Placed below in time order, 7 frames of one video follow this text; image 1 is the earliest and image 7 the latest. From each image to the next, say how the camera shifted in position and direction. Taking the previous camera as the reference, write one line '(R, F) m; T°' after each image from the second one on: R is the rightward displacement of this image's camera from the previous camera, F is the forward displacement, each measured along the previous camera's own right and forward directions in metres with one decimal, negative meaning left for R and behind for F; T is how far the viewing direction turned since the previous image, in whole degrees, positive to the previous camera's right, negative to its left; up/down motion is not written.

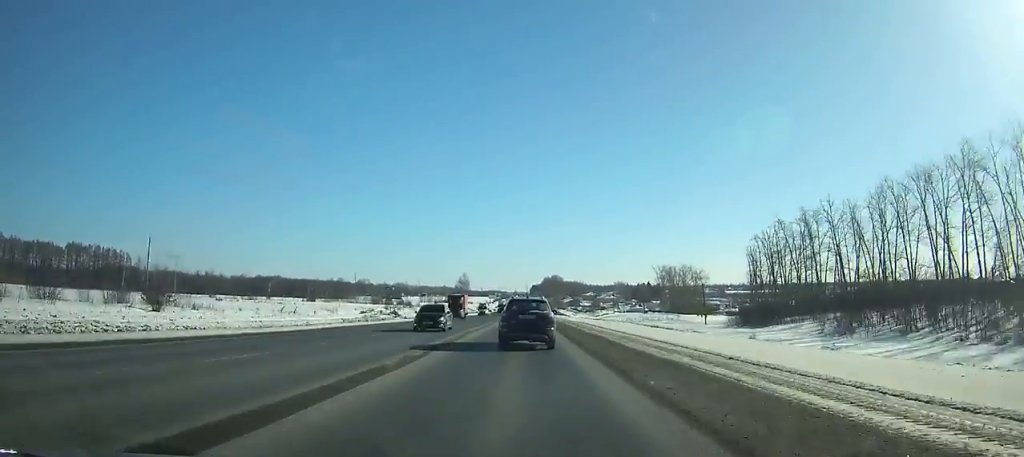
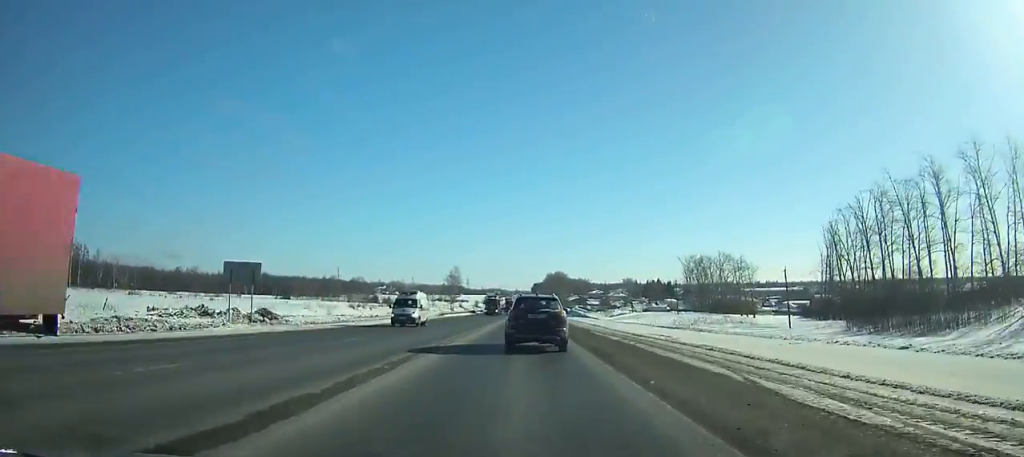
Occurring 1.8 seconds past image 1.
(+0.1, +39.8) m; 0°
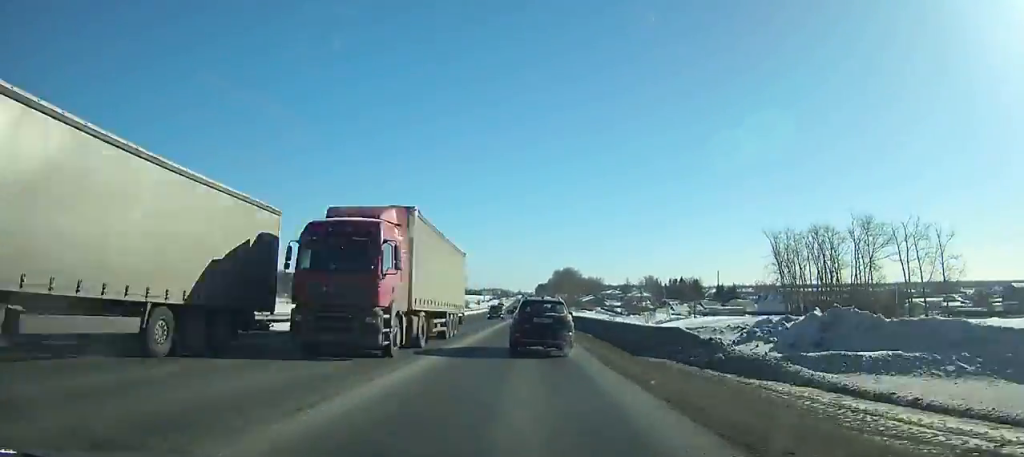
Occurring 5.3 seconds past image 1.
(+0.1, +75.7) m; 0°
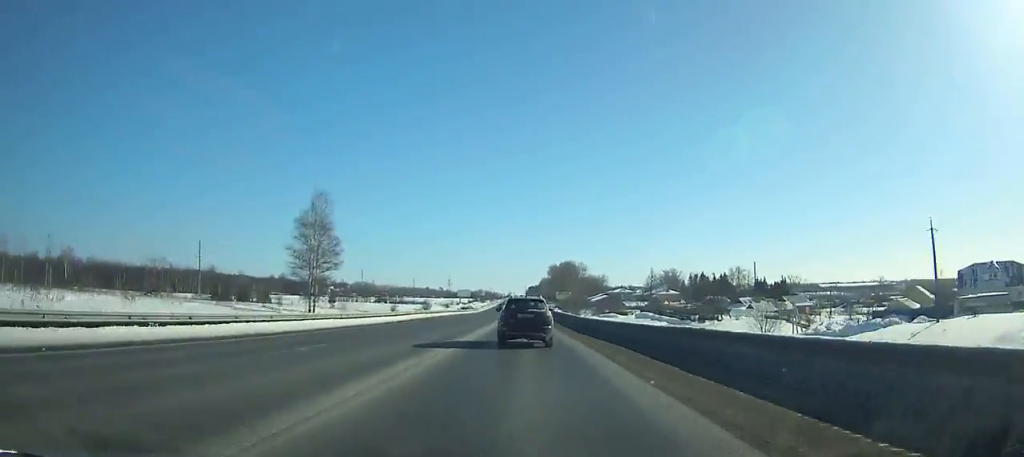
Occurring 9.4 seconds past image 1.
(-0.1, +87.4) m; 0°
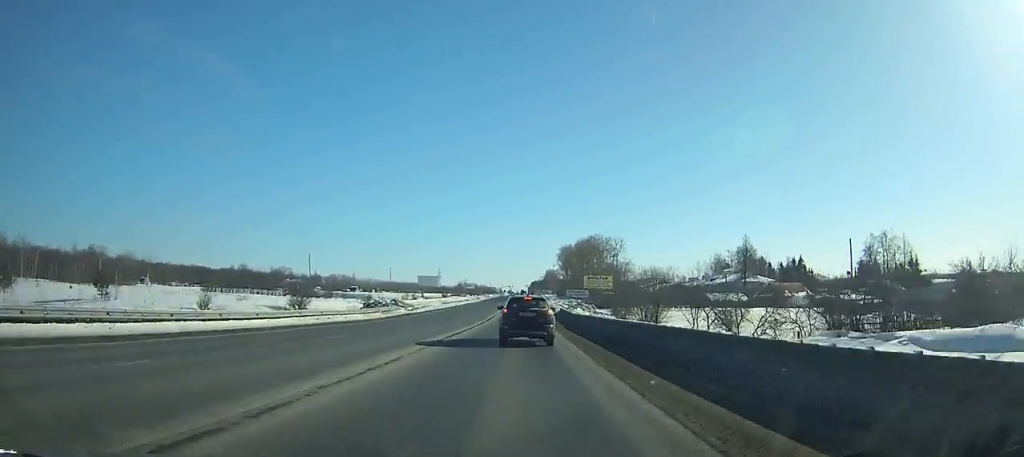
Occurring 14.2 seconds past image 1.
(+0.5, +100.1) m; 0°
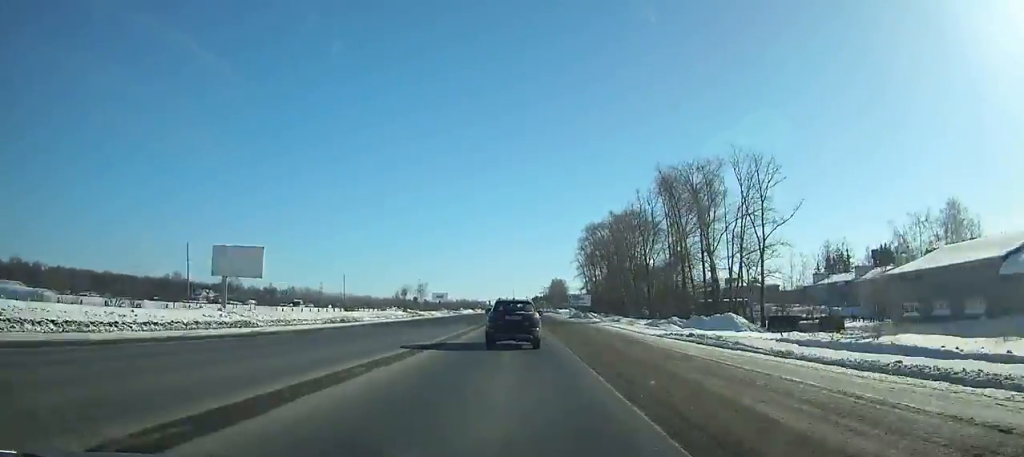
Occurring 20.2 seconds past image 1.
(-0.5, +117.0) m; 0°
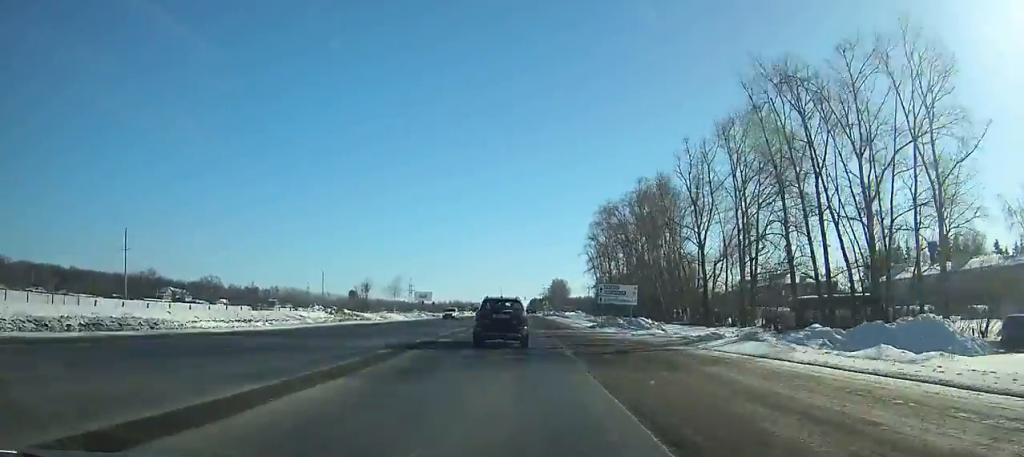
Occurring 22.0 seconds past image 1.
(0.0, +33.4) m; 0°
